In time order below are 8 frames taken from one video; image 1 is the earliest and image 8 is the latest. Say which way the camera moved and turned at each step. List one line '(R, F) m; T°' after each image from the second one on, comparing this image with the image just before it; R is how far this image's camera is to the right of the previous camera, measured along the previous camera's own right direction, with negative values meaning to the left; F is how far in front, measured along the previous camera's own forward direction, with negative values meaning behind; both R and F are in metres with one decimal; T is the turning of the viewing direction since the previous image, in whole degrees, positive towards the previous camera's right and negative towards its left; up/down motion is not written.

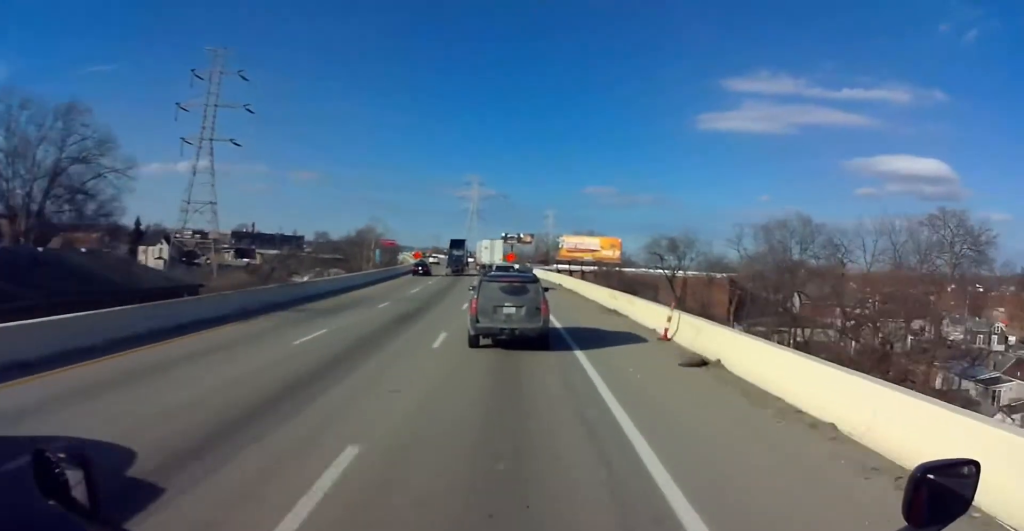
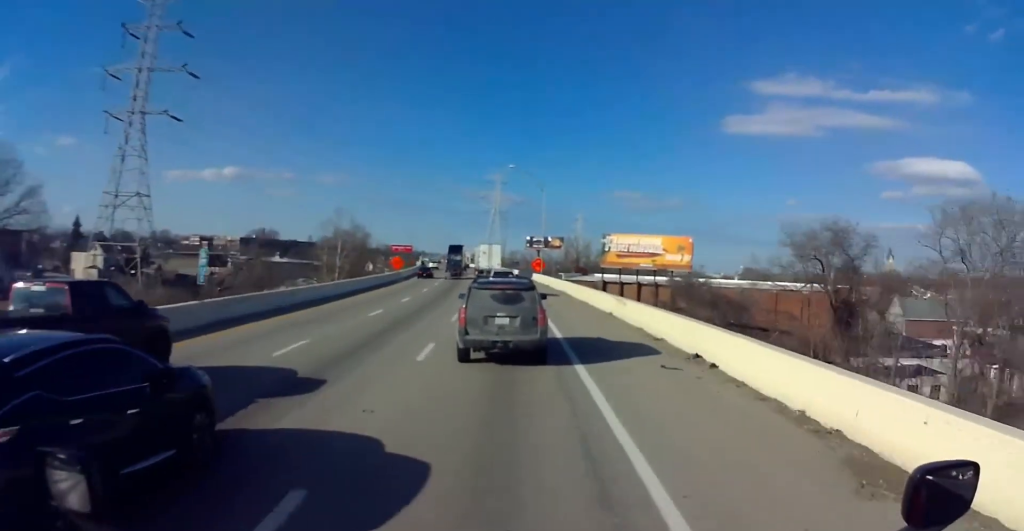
(-0.2, +38.1) m; -1°
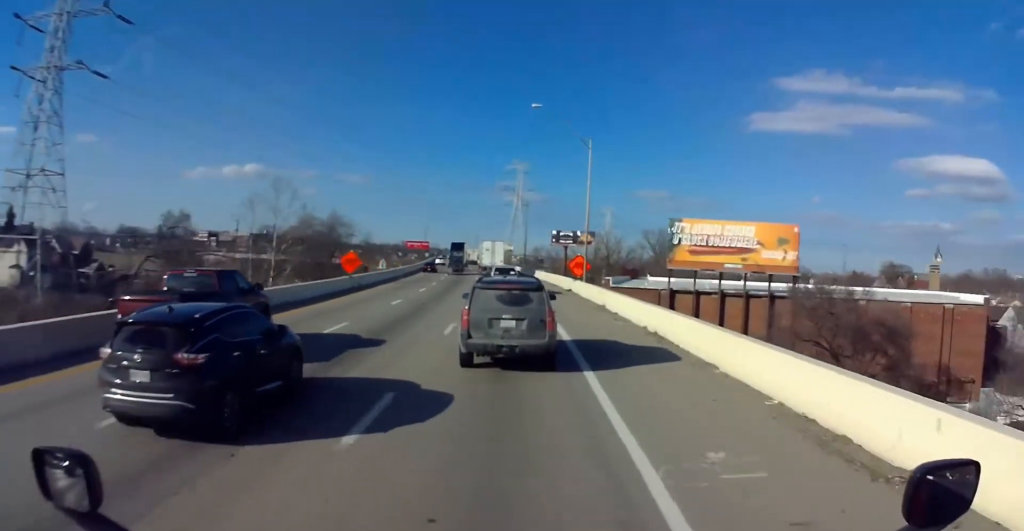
(-1.0, +30.5) m; -4°
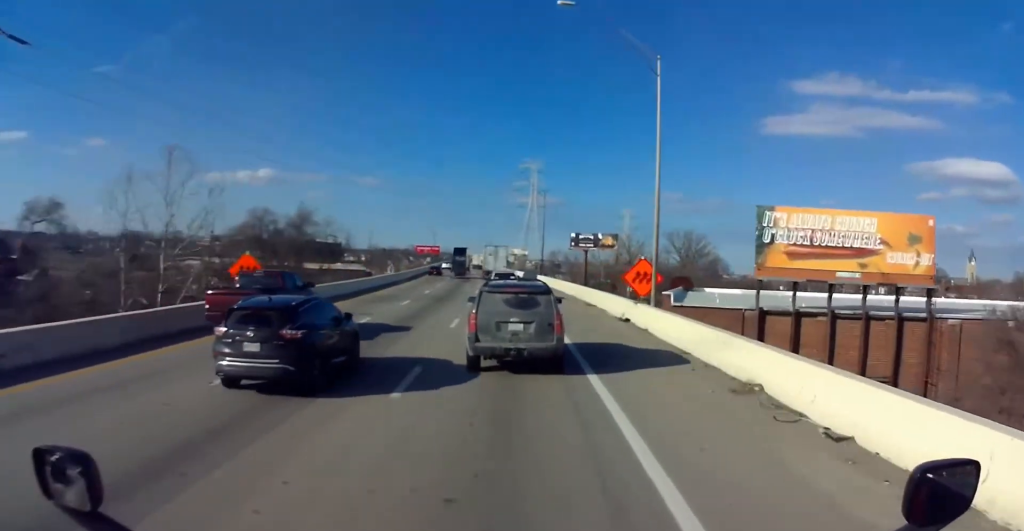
(-0.3, +21.5) m; -1°
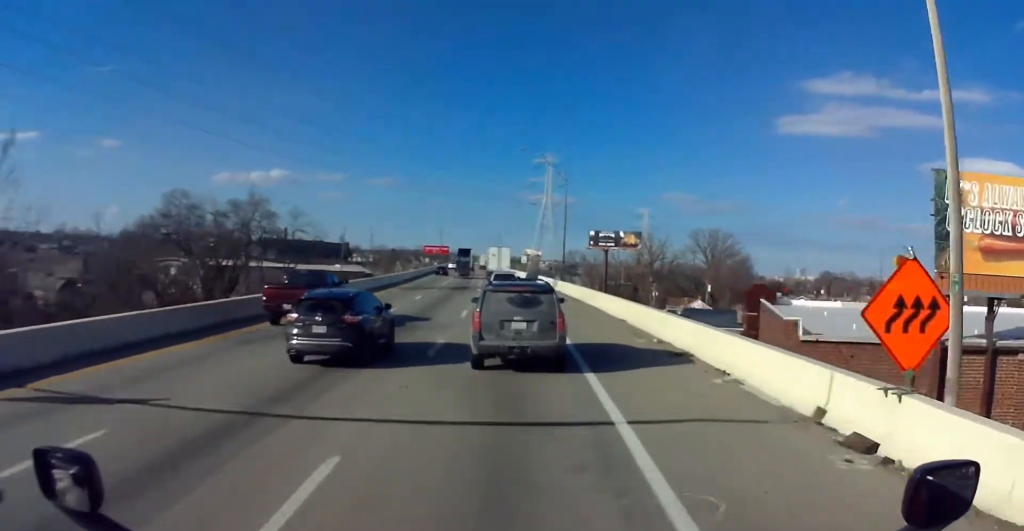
(0.0, +19.6) m; +1°
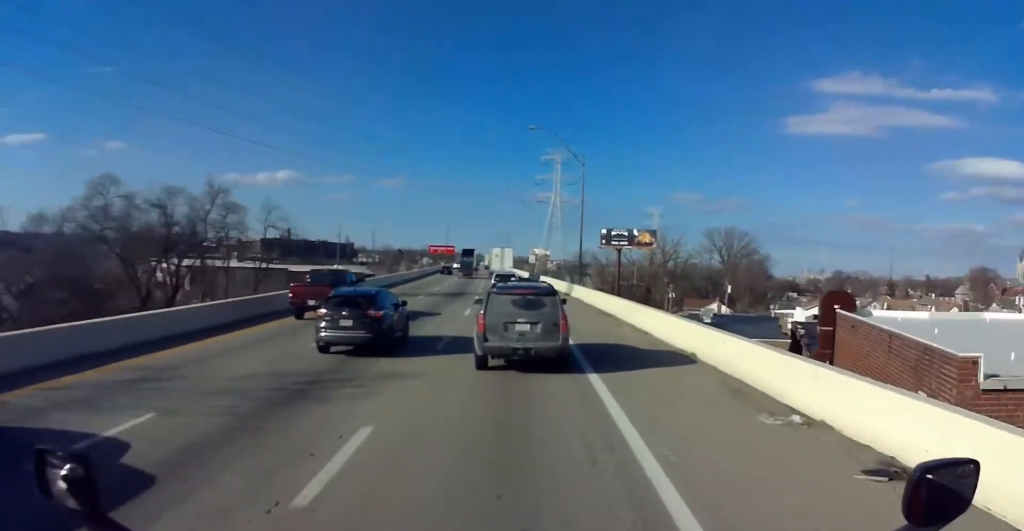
(-0.1, +10.9) m; 0°
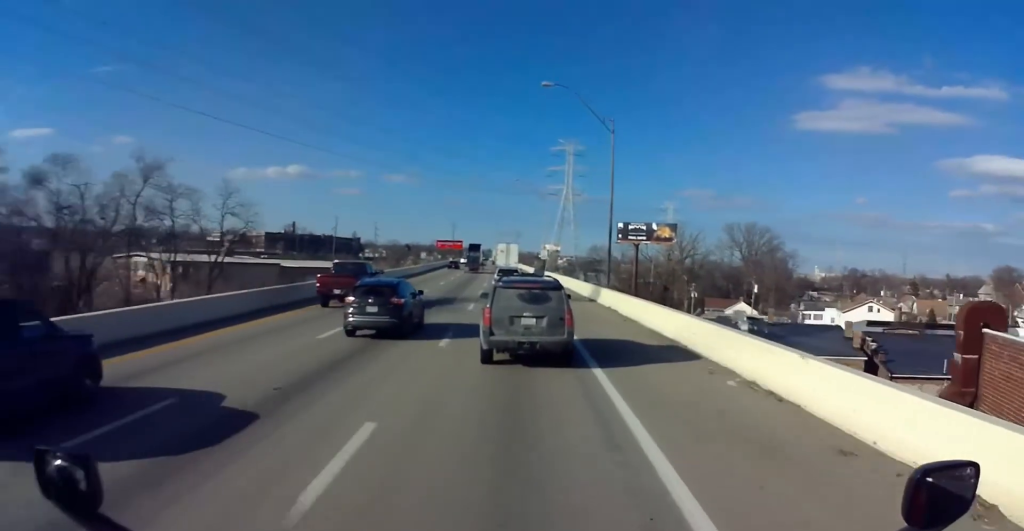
(+0.2, +12.3) m; 0°
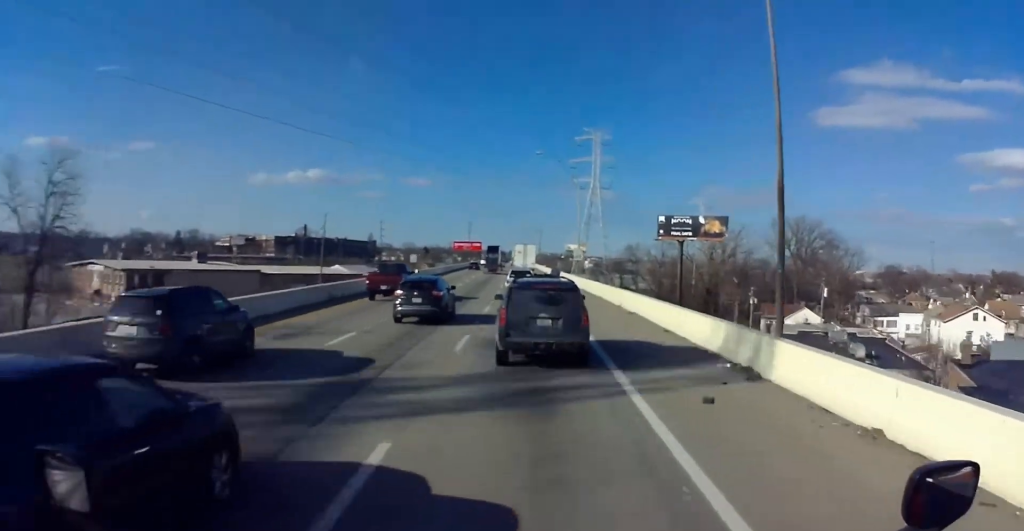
(-0.1, +25.3) m; -1°
